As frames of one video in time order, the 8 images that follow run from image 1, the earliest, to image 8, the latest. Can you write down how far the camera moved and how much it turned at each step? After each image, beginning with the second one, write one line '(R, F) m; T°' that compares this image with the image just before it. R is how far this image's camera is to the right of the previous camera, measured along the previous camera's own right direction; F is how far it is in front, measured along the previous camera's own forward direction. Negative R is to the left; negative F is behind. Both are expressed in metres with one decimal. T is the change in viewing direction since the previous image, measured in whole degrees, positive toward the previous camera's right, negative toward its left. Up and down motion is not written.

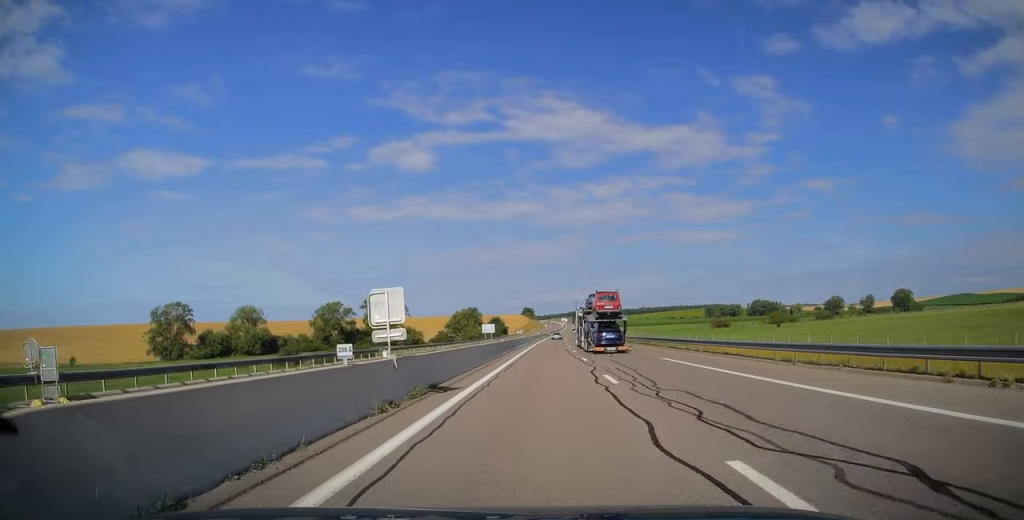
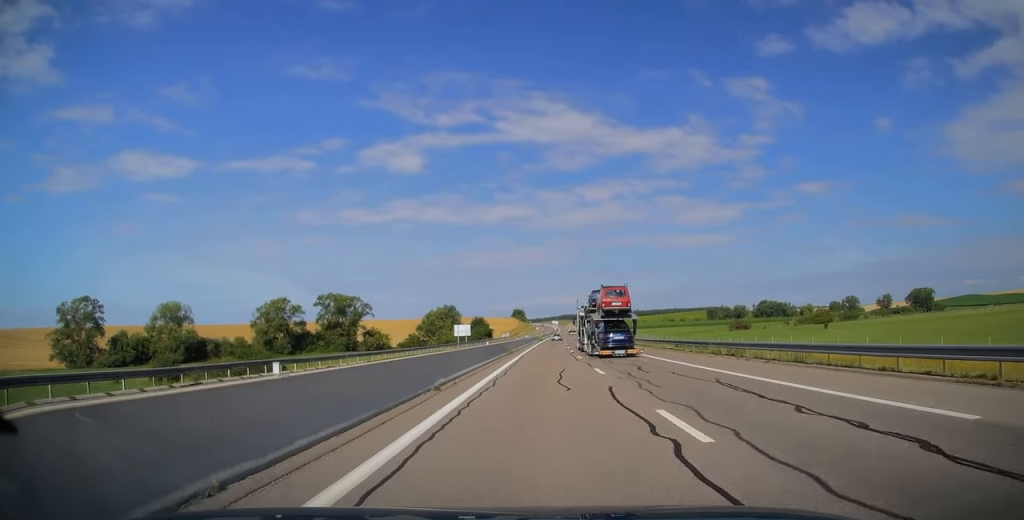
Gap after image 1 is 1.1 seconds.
(+0.3, +36.5) m; +1°
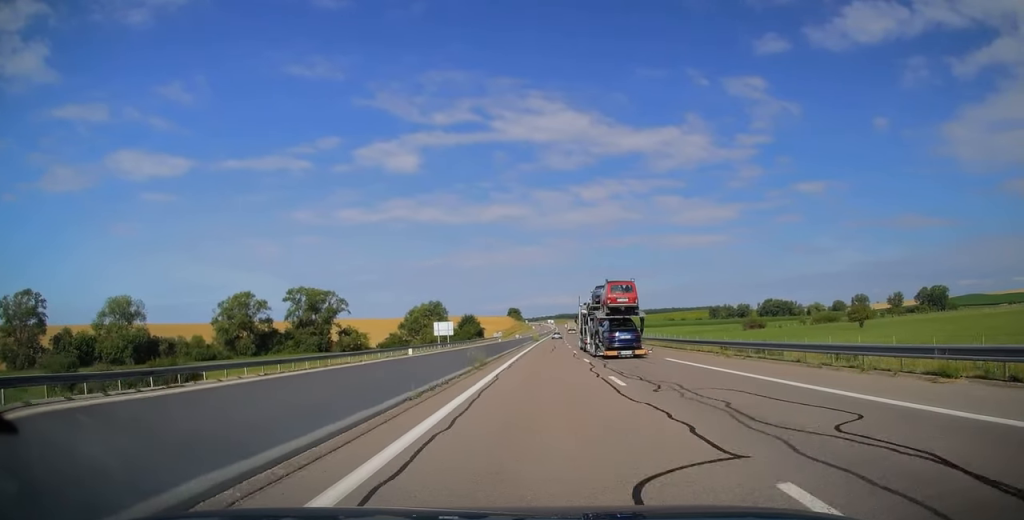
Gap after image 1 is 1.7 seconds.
(+0.1, +19.1) m; 0°
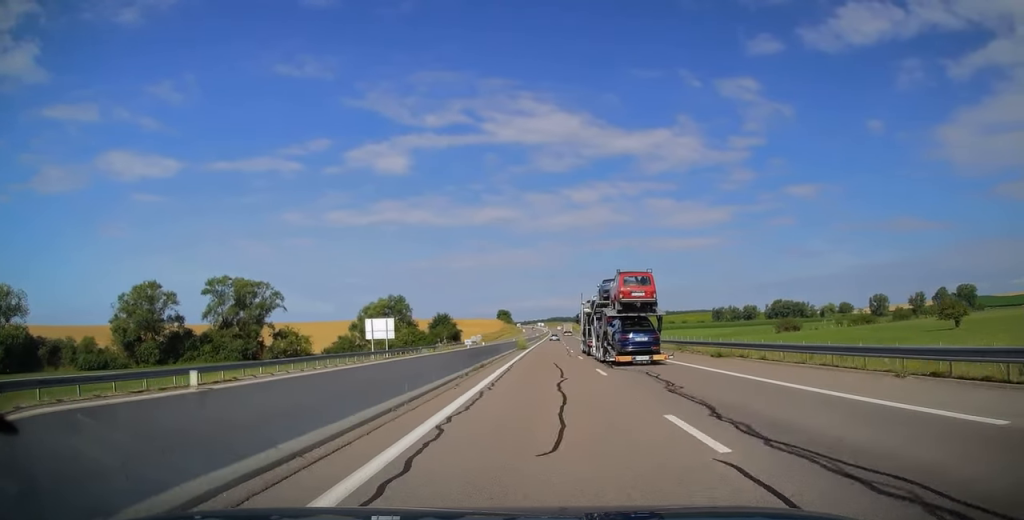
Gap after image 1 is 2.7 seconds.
(+0.2, +32.8) m; +1°
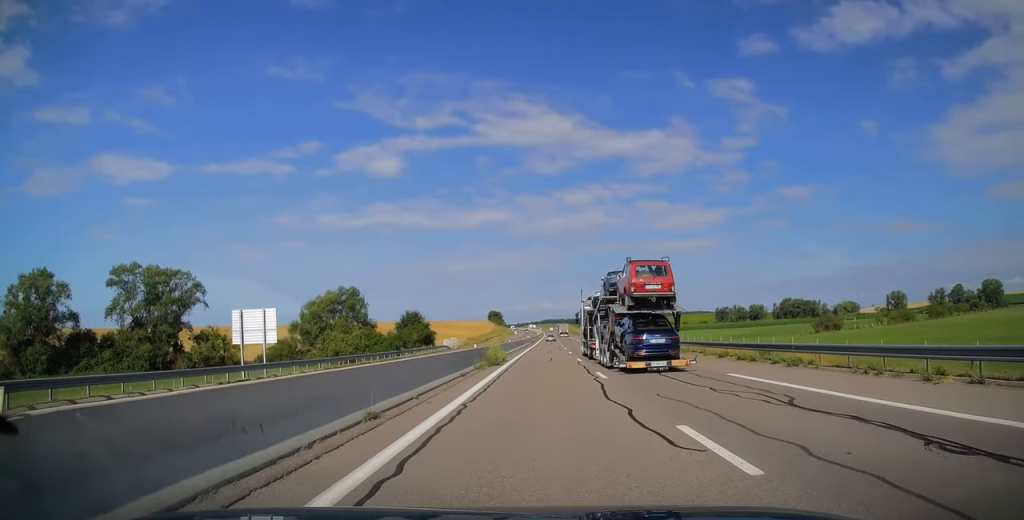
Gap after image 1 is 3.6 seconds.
(+0.2, +25.8) m; 0°
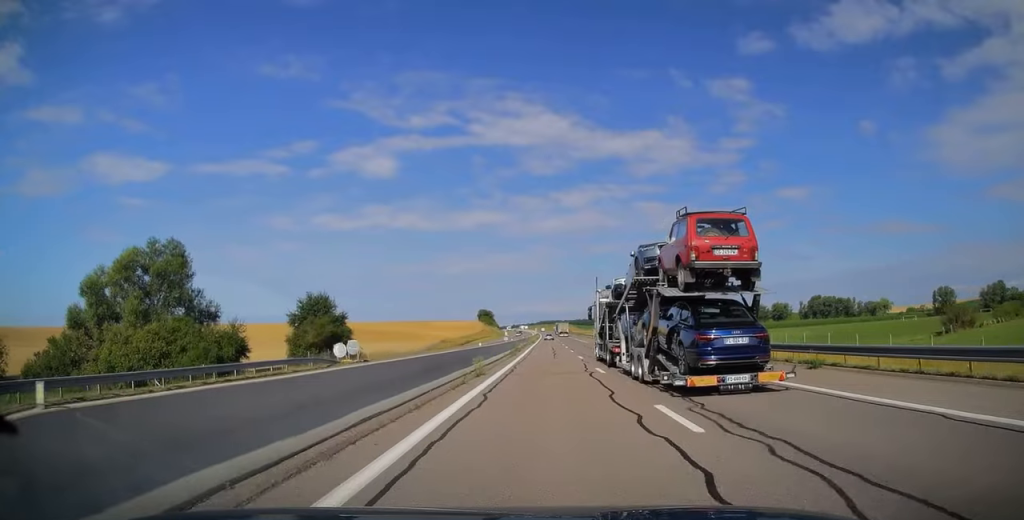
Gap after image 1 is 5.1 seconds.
(+0.2, +51.1) m; 0°
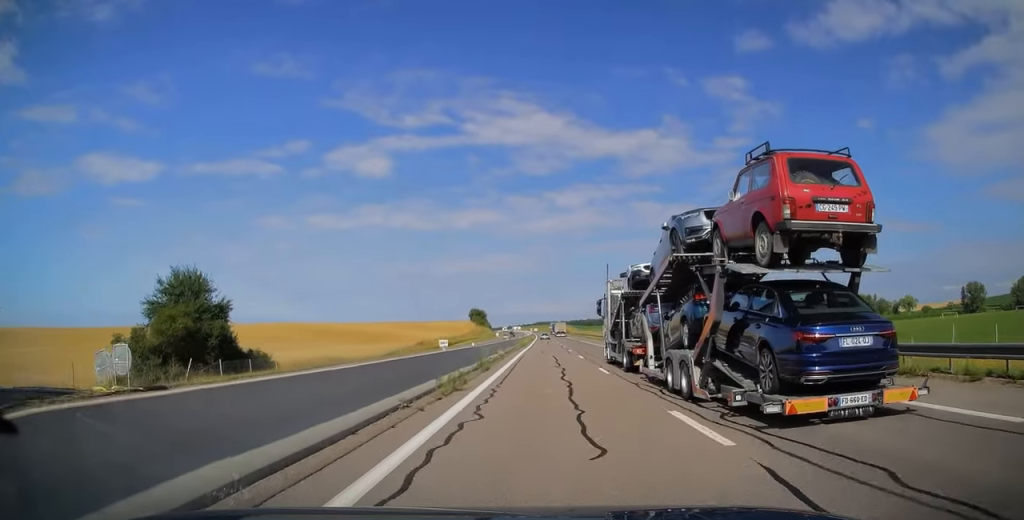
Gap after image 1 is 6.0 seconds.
(0.0, +26.1) m; 0°
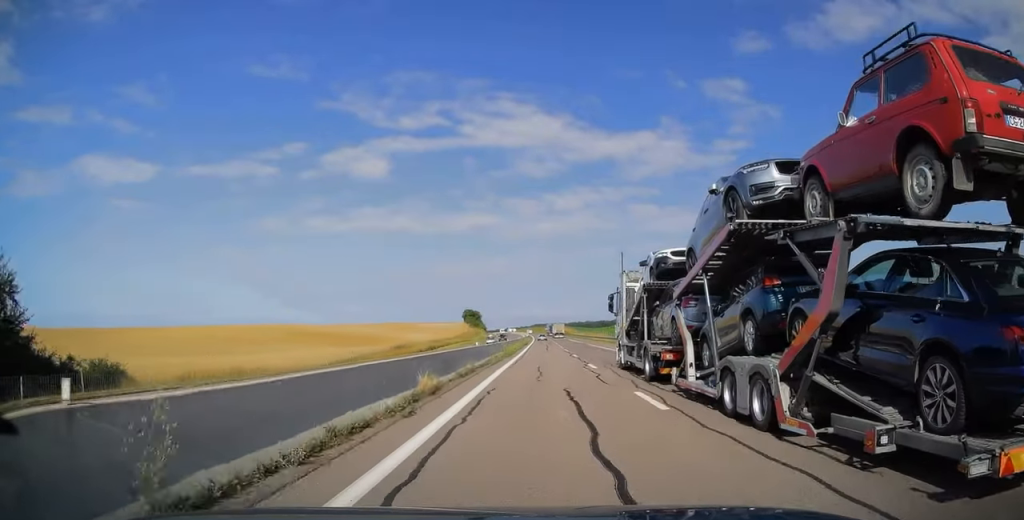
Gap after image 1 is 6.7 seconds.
(+0.1, +21.5) m; 0°
